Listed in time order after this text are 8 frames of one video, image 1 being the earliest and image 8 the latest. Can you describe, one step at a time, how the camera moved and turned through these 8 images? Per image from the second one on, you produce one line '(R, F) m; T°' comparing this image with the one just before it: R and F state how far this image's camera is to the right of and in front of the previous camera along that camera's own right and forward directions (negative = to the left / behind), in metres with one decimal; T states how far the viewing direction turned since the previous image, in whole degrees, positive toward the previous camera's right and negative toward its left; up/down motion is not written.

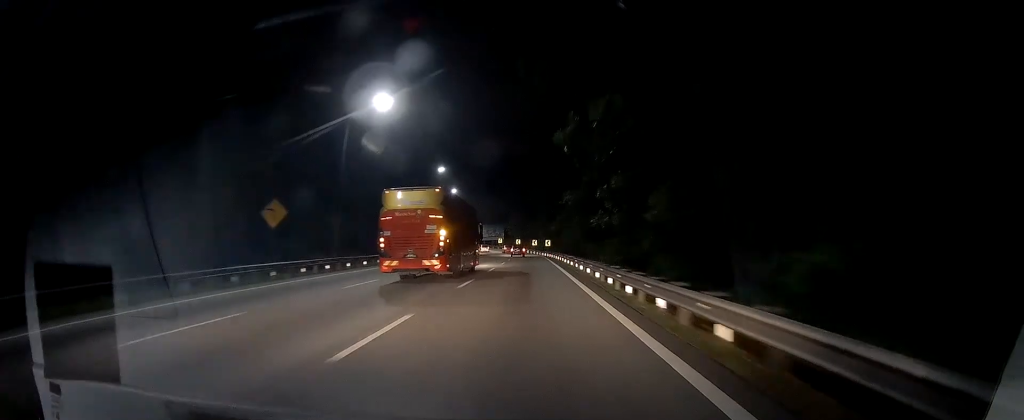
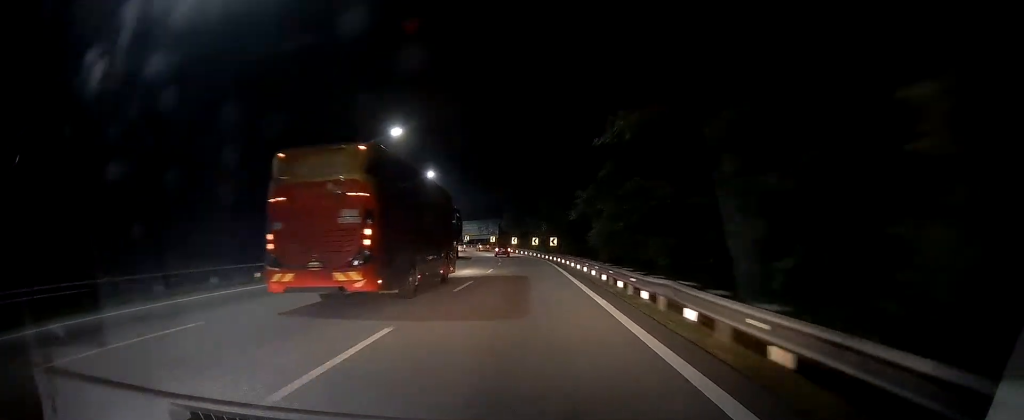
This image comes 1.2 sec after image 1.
(+0.4, +26.2) m; +2°
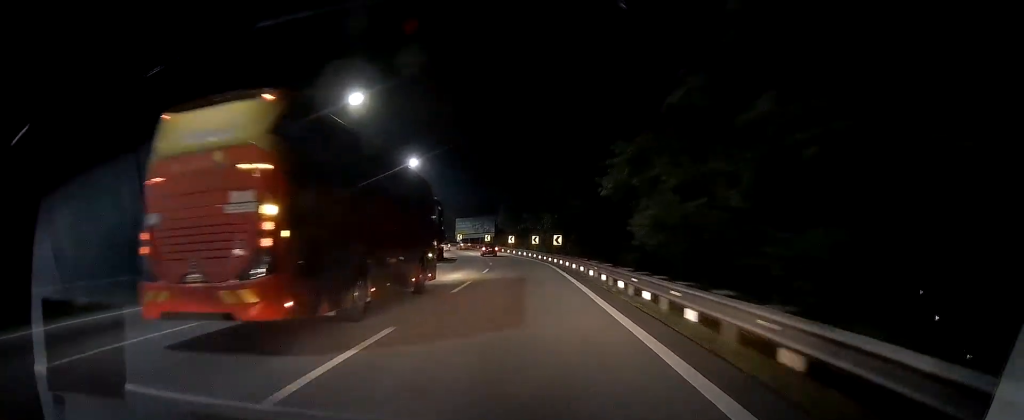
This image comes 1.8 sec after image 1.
(+0.1, +12.4) m; 0°
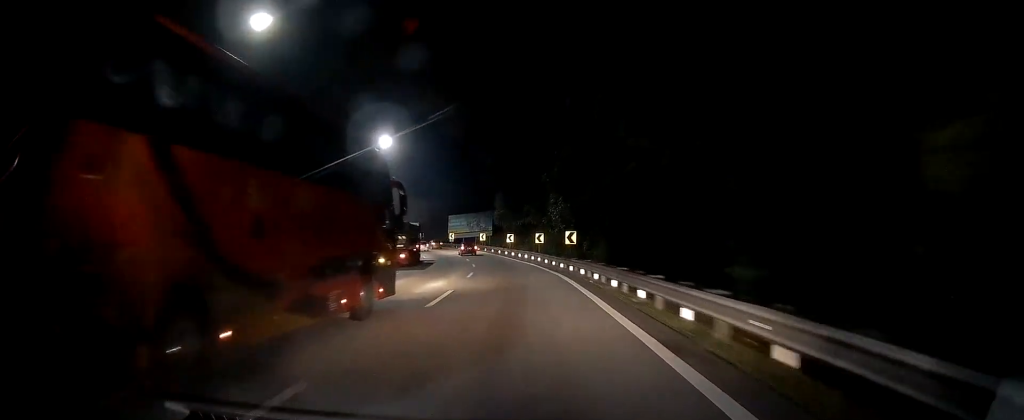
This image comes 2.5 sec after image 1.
(0.0, +16.0) m; -1°
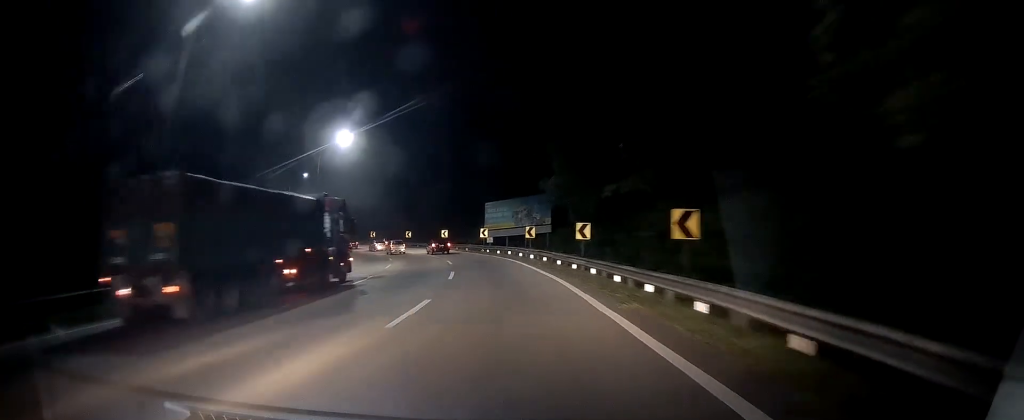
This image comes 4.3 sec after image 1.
(0.0, +39.9) m; -2°
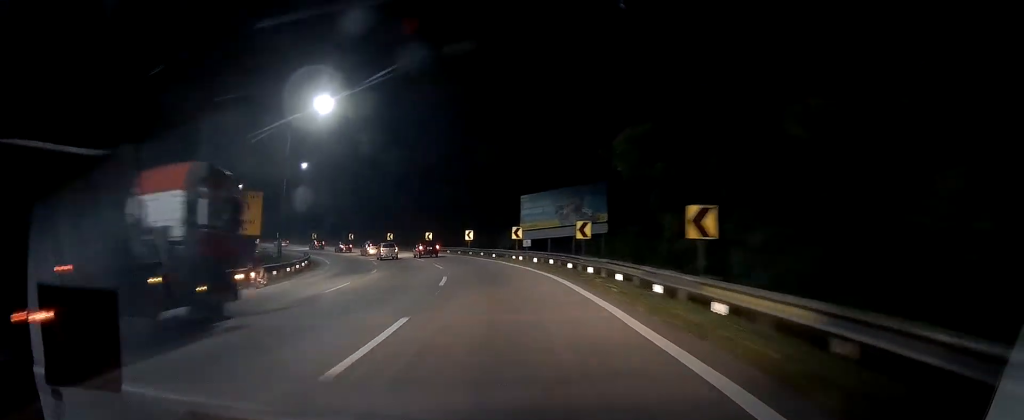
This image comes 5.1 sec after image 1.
(-1.2, +16.4) m; -5°
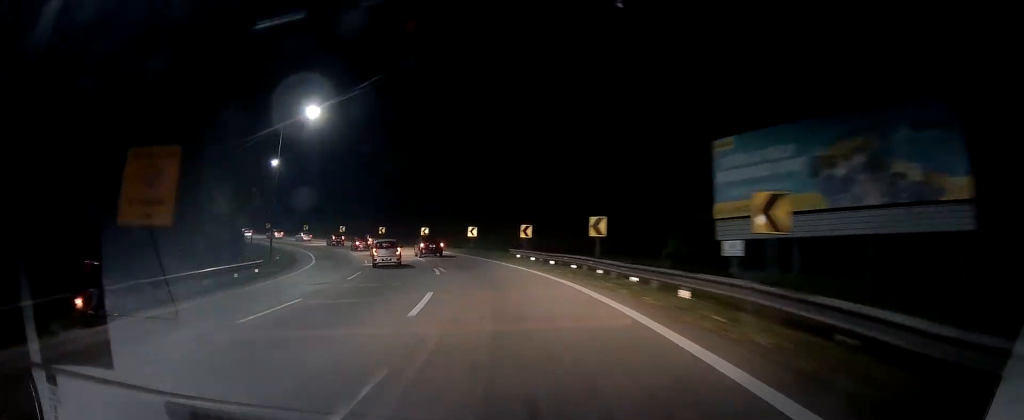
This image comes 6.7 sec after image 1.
(-3.3, +33.4) m; -13°
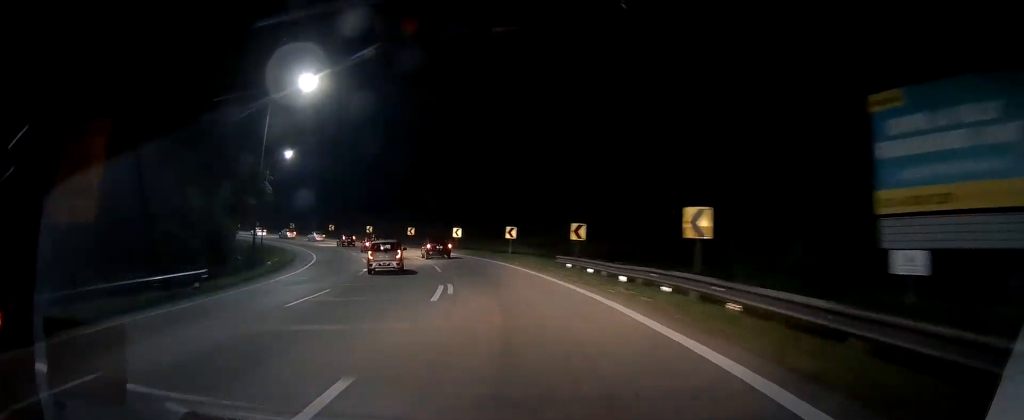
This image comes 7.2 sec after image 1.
(-0.3, +10.3) m; -5°
